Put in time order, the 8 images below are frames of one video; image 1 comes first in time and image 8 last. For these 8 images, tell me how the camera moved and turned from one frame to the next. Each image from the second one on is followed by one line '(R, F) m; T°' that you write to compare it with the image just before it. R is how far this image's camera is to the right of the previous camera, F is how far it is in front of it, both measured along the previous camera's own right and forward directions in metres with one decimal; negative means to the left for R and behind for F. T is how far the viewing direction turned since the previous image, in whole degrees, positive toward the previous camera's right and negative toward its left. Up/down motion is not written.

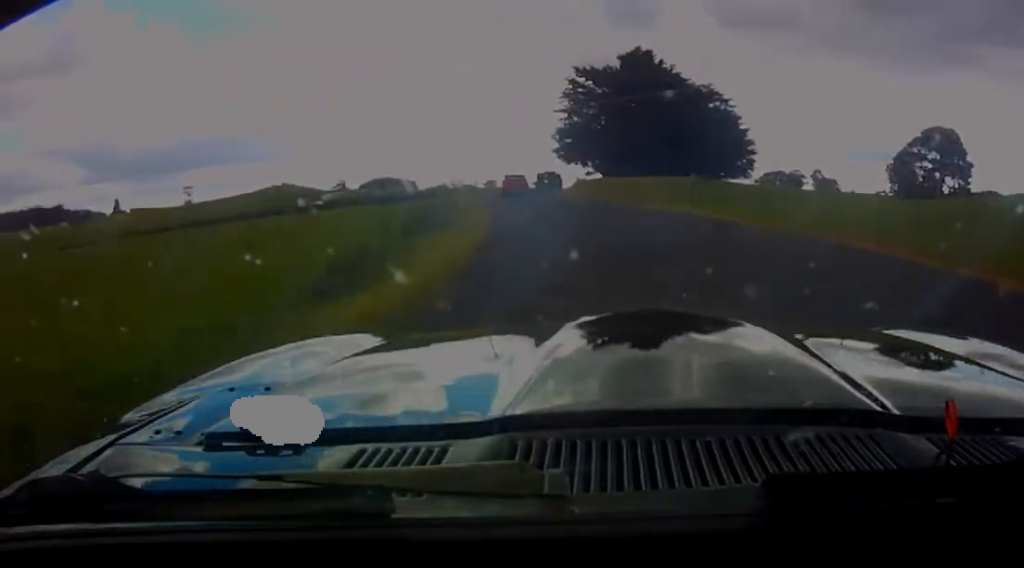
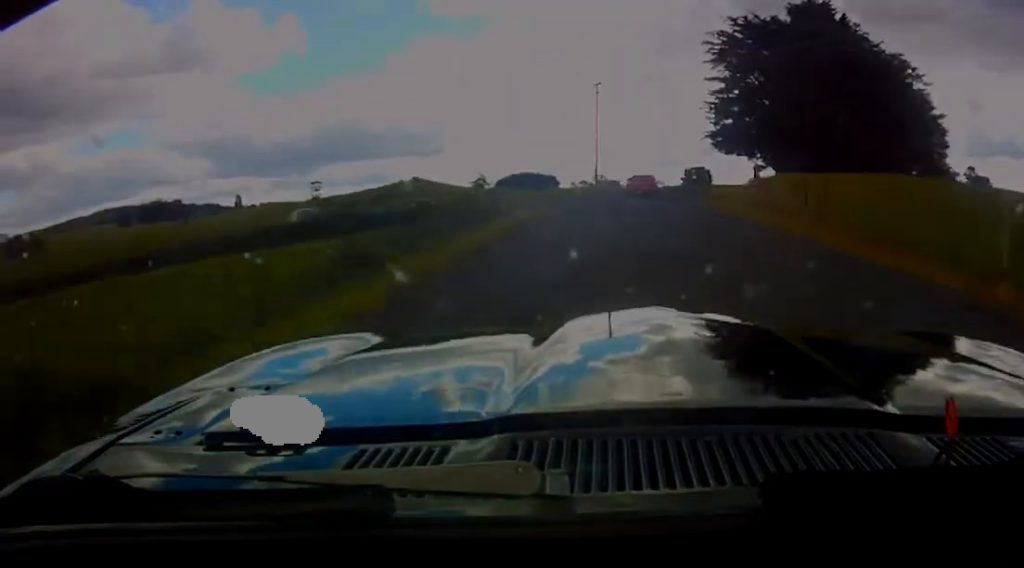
(-3.2, +32.9) m; -4°
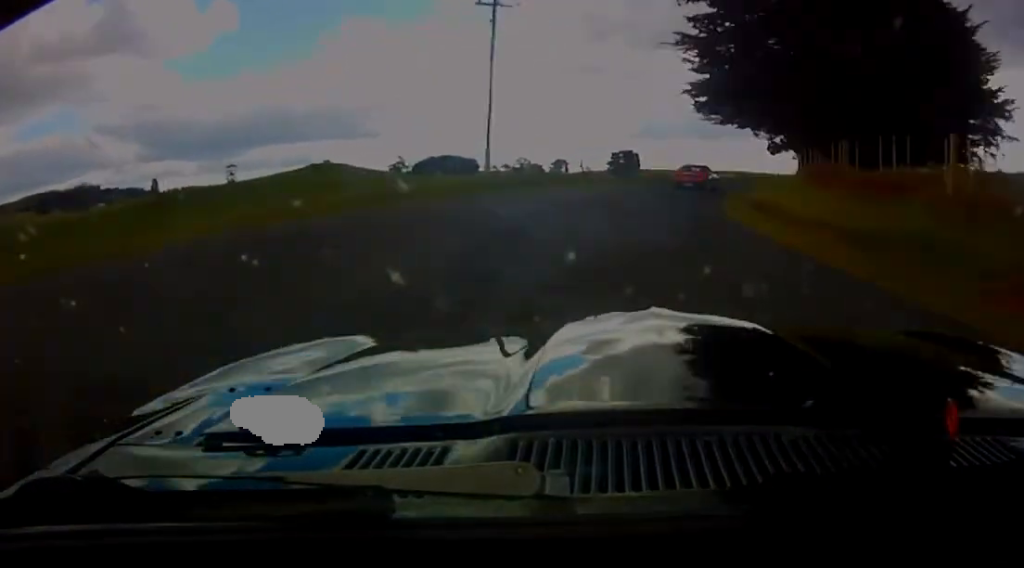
(+0.6, +31.1) m; +7°
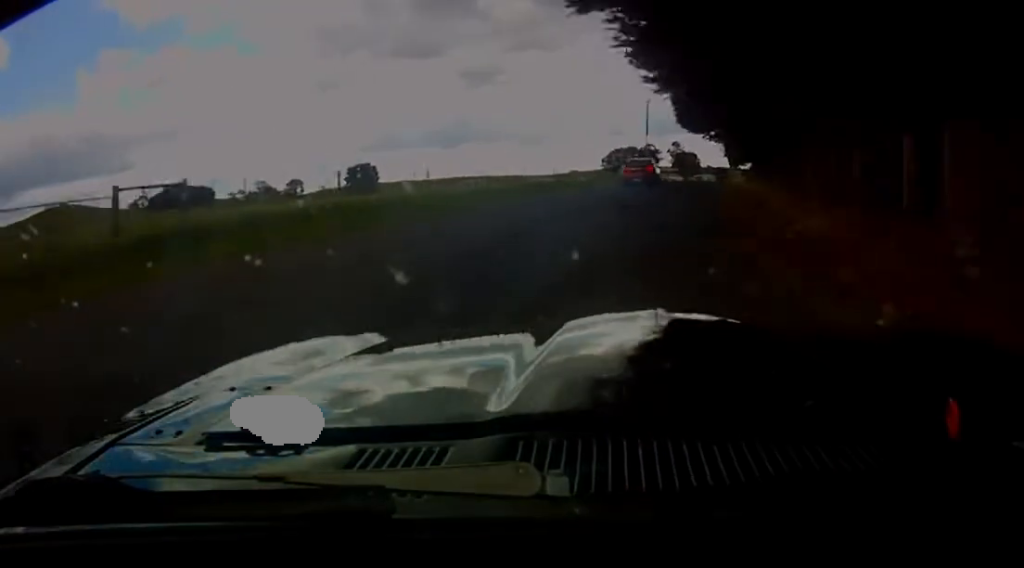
(+4.8, +38.8) m; +14°
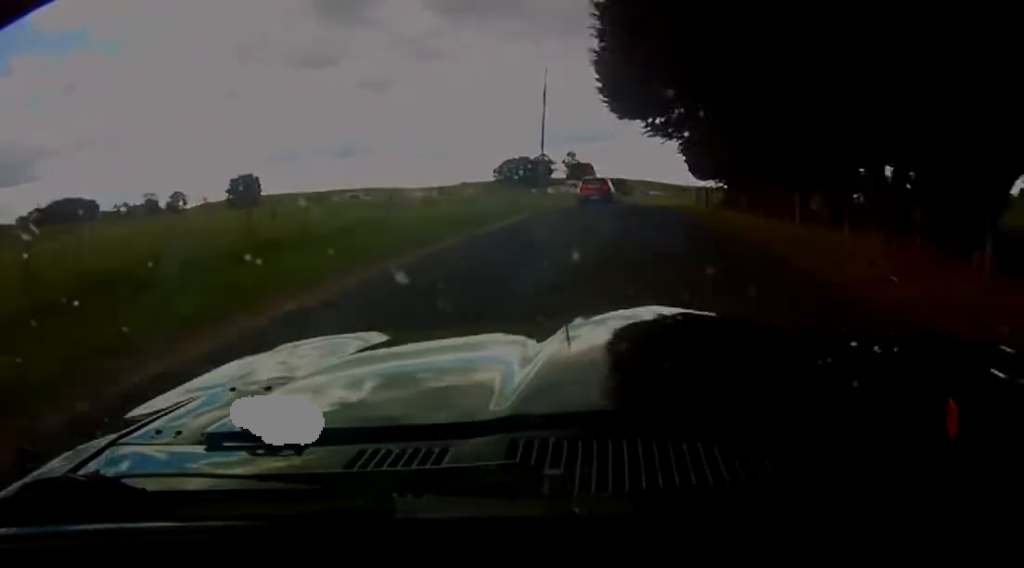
(+2.1, +29.6) m; +4°
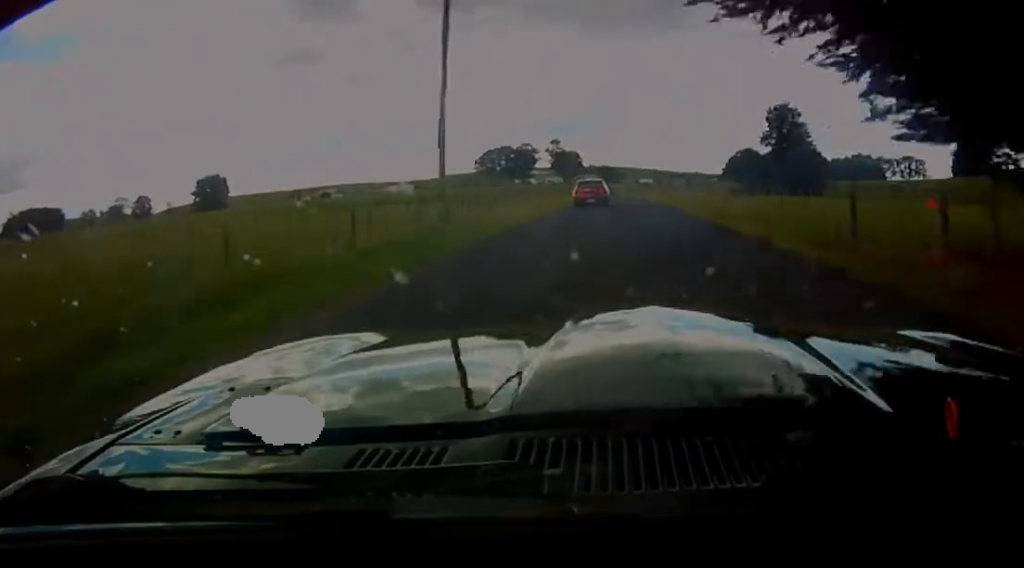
(+0.4, +31.0) m; +1°
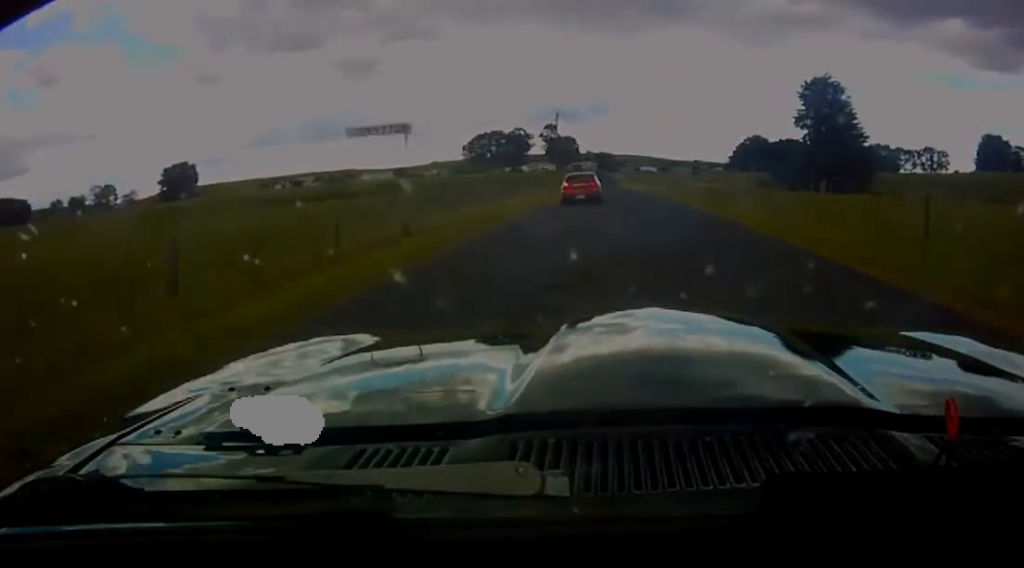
(+0.2, +40.4) m; +1°
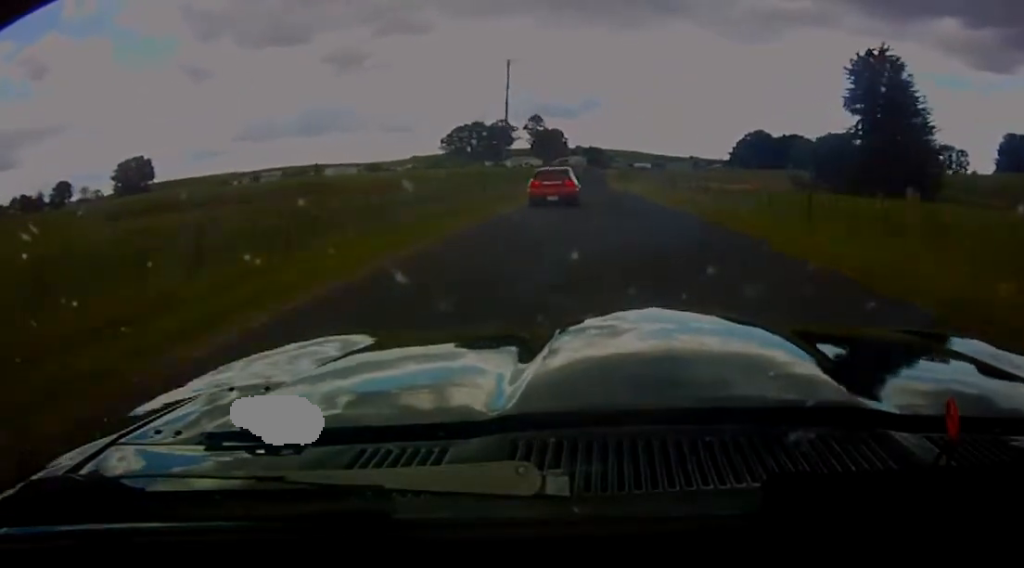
(+0.2, +42.6) m; 0°
